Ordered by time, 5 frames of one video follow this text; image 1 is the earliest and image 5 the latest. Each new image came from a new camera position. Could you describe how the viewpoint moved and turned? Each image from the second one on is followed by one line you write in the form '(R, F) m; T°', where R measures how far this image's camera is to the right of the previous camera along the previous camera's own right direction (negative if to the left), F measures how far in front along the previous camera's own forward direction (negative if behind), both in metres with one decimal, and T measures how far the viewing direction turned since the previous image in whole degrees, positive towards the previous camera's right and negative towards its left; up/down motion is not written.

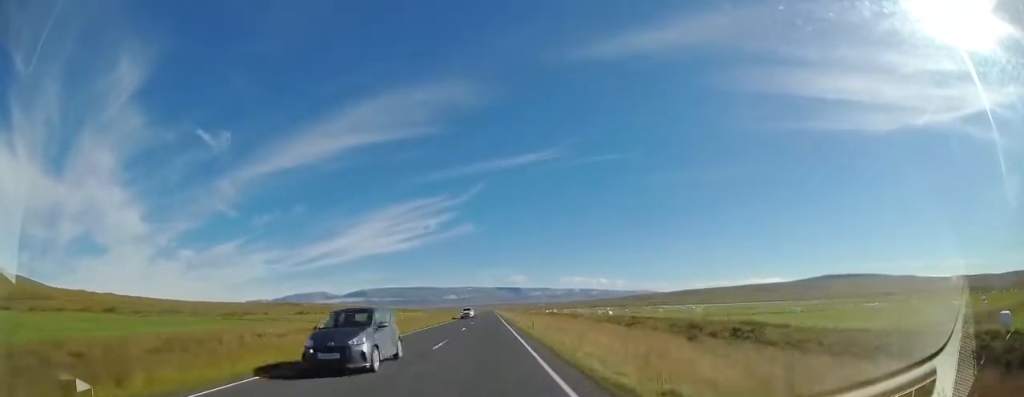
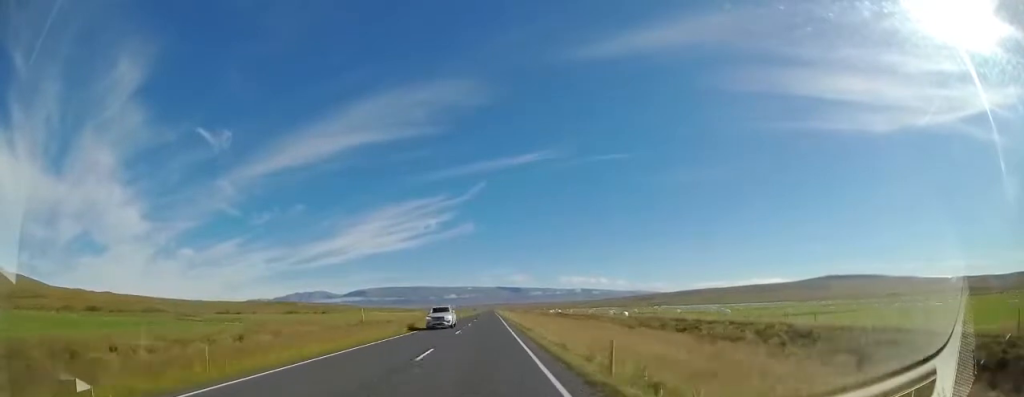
(-0.1, +15.0) m; +1°
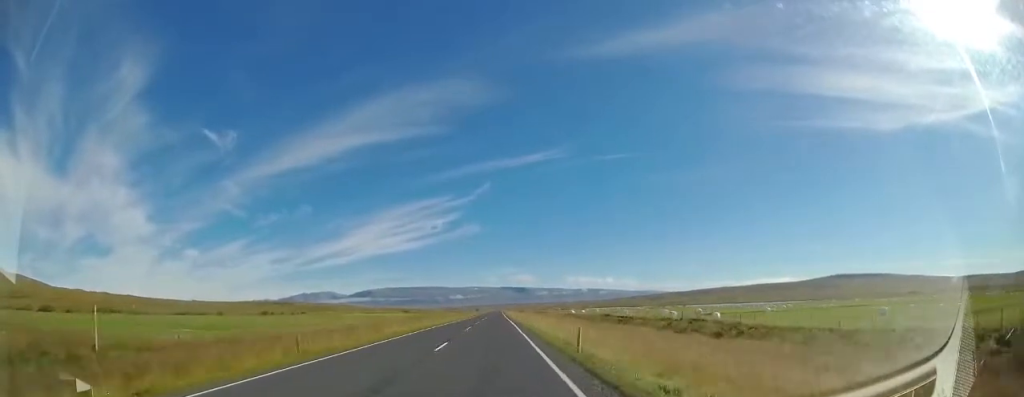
(+0.1, +45.9) m; -1°
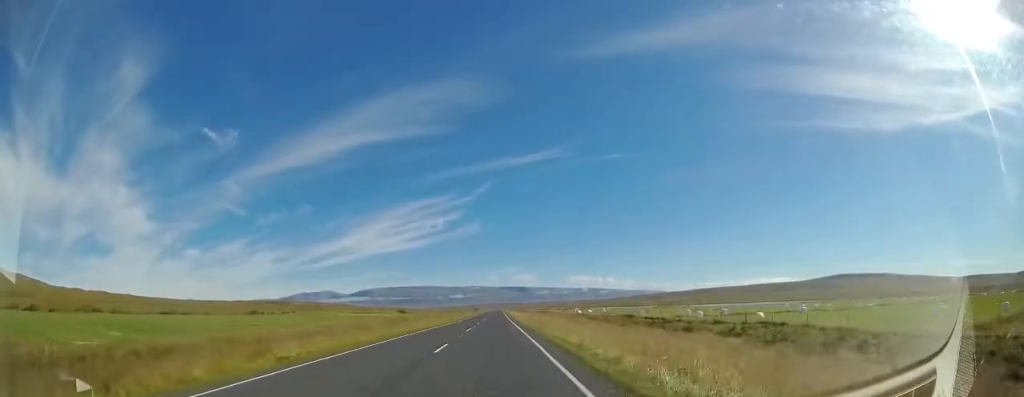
(0.0, +12.8) m; 0°
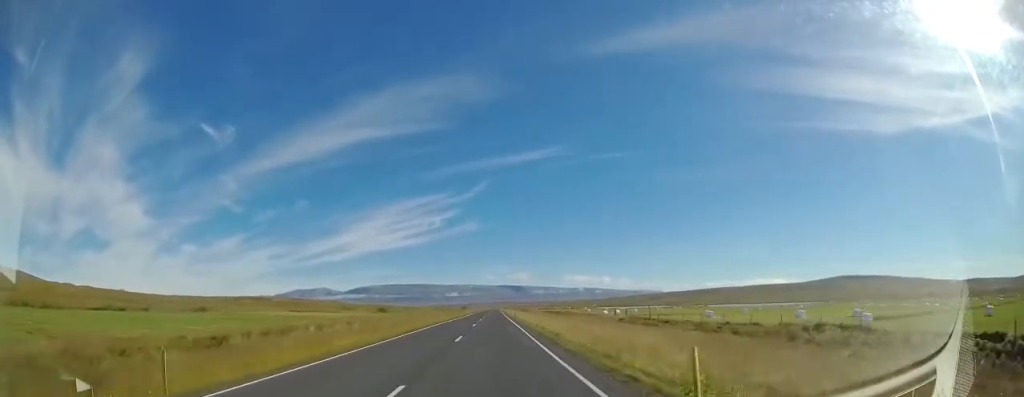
(0.0, +44.9) m; 0°
